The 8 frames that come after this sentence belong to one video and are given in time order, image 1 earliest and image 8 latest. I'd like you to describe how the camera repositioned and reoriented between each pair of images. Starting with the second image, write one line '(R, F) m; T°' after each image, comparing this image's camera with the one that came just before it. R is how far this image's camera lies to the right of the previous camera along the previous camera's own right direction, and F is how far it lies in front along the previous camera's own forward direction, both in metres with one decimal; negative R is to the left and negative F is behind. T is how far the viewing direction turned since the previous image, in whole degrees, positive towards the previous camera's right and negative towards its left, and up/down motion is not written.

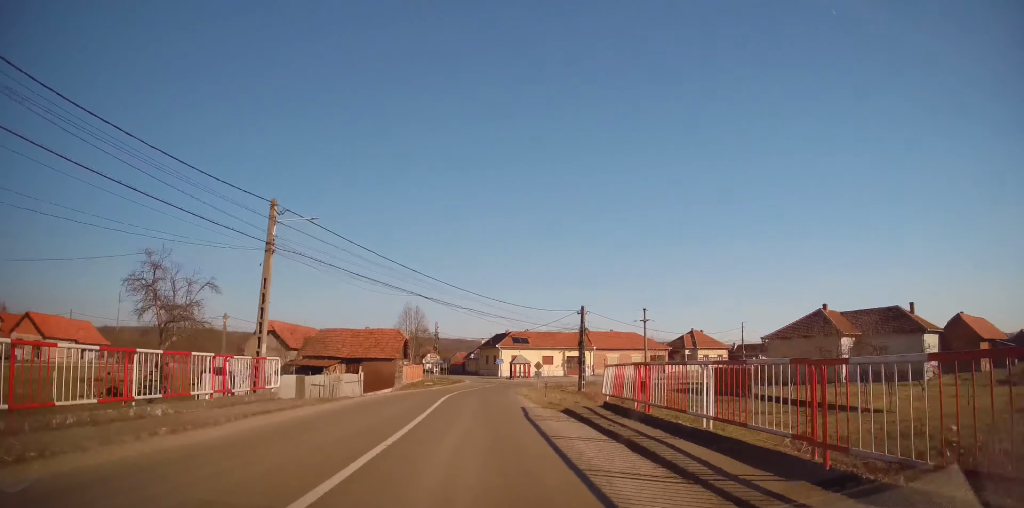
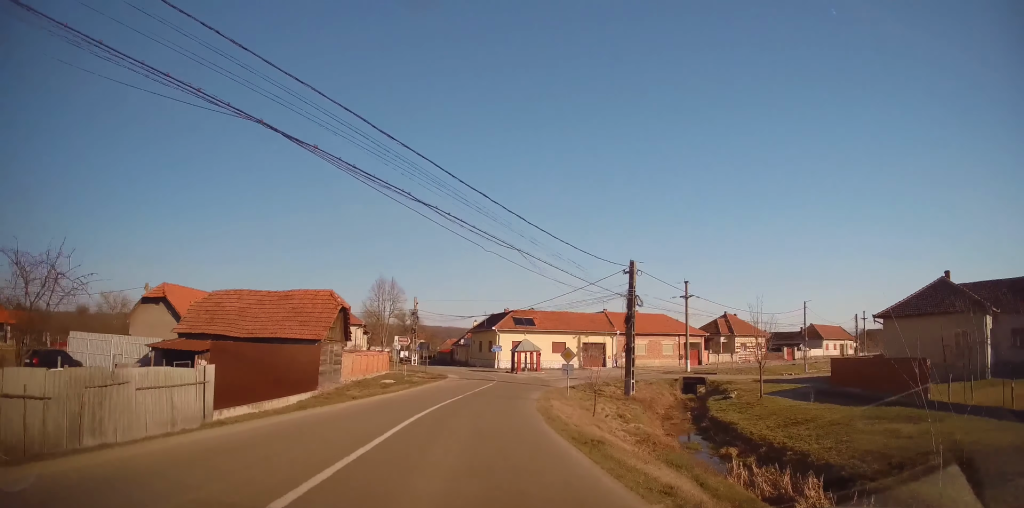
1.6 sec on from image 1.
(+0.2, +20.2) m; +1°
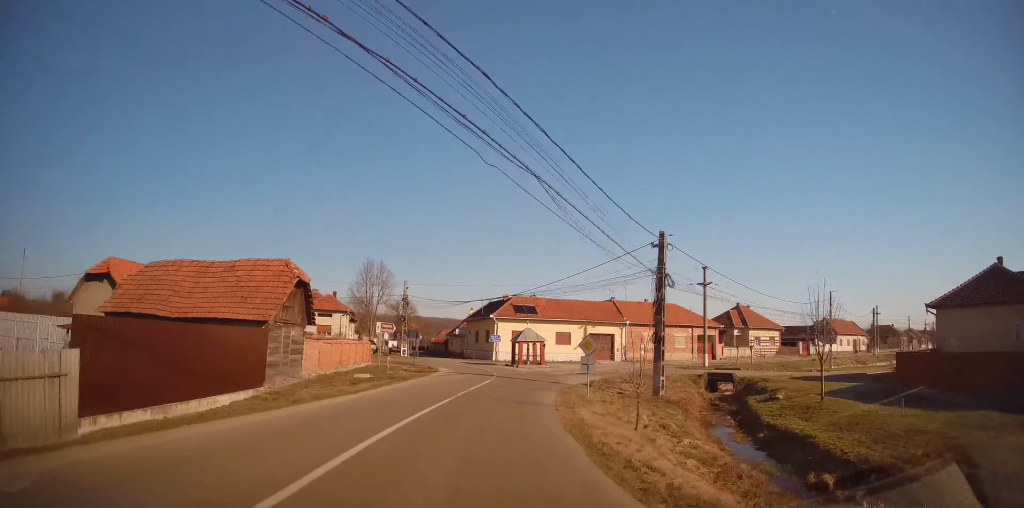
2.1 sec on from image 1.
(+0.2, +6.1) m; 0°
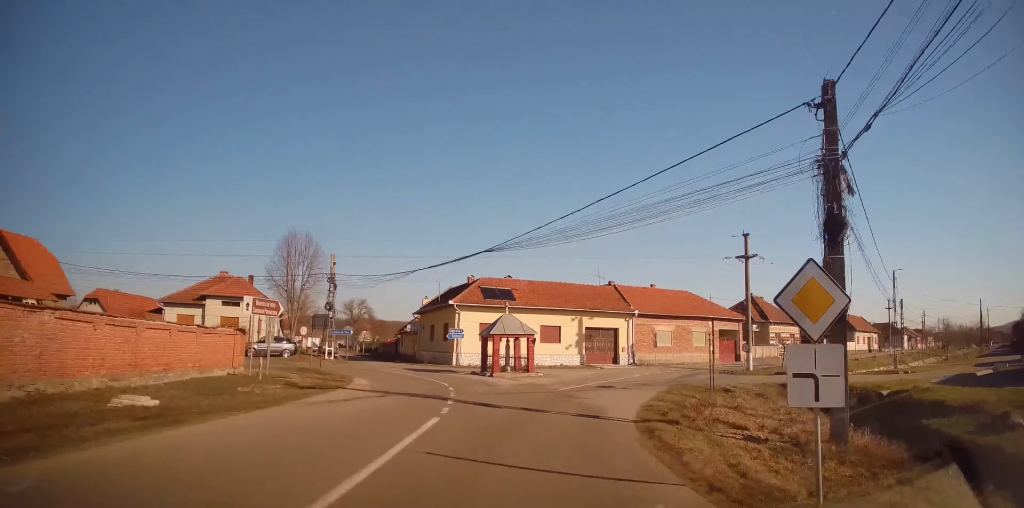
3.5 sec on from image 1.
(-0.1, +16.3) m; +1°
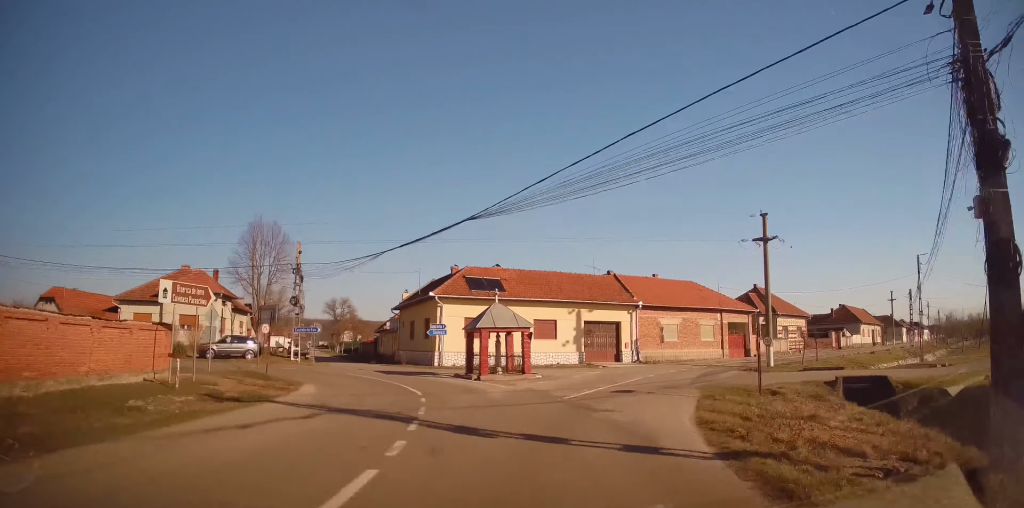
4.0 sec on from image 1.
(+0.1, +5.1) m; +2°
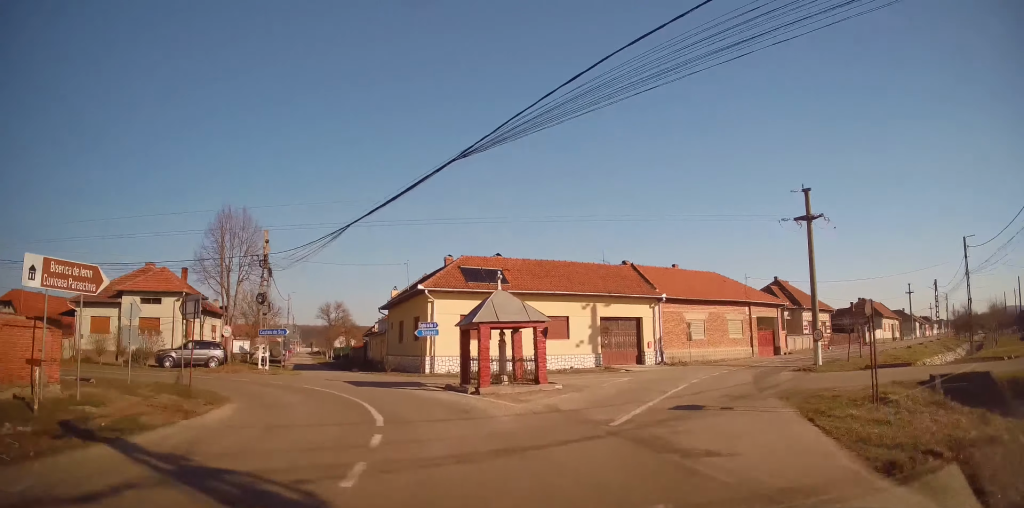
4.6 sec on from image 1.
(+0.1, +6.2) m; +2°
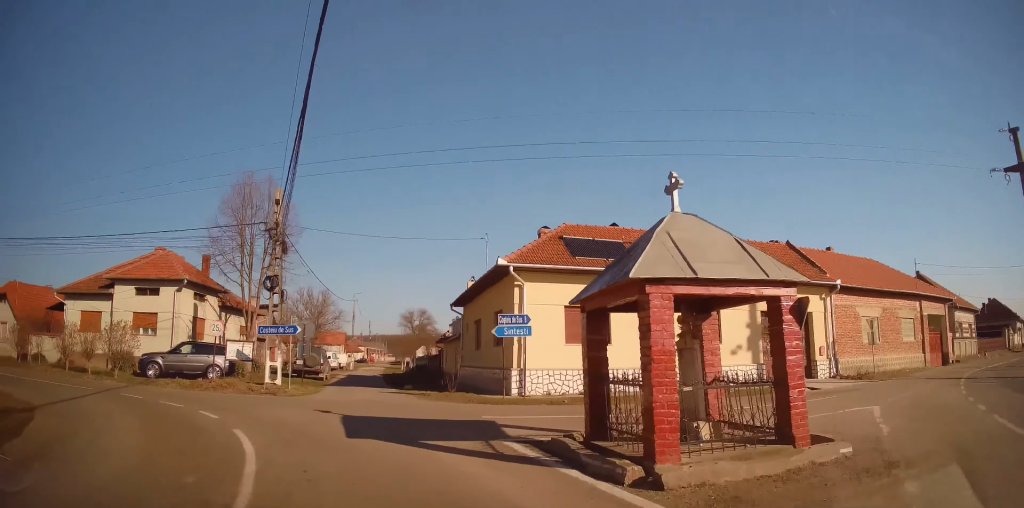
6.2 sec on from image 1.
(0.0, +13.0) m; -7°
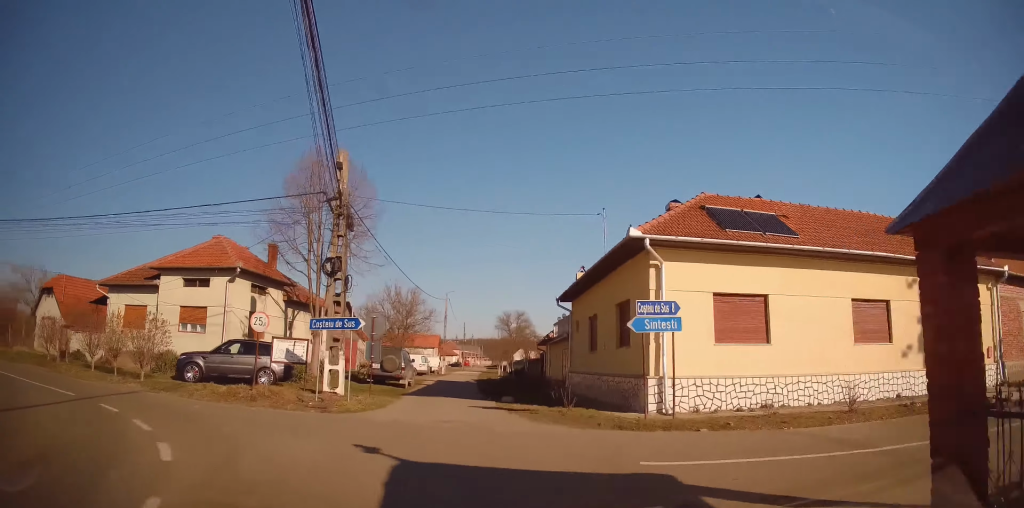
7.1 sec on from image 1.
(-0.6, +6.7) m; -7°
